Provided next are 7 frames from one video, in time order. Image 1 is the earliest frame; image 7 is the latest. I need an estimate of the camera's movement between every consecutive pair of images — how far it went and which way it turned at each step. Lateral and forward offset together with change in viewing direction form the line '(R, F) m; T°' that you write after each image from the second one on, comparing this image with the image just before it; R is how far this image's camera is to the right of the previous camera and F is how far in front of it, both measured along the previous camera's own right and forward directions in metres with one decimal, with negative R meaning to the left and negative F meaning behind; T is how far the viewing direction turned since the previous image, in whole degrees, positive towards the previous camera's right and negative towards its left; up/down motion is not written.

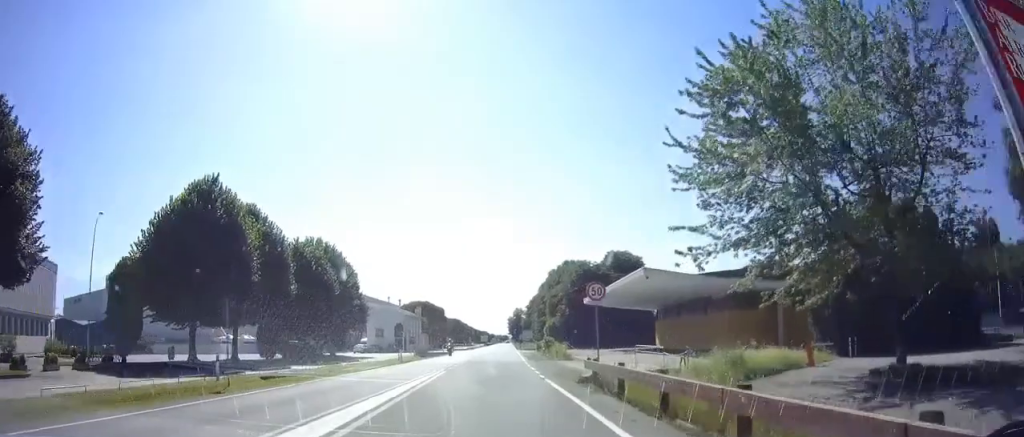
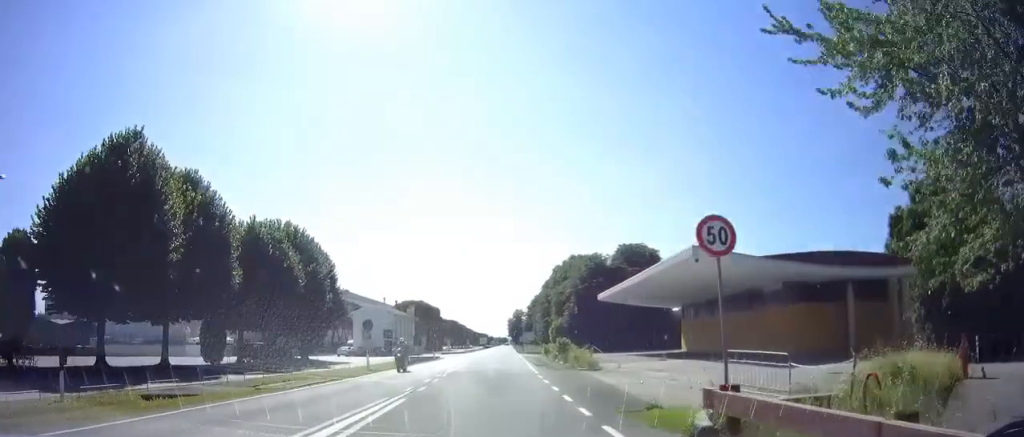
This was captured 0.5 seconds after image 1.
(+0.2, +8.8) m; 0°
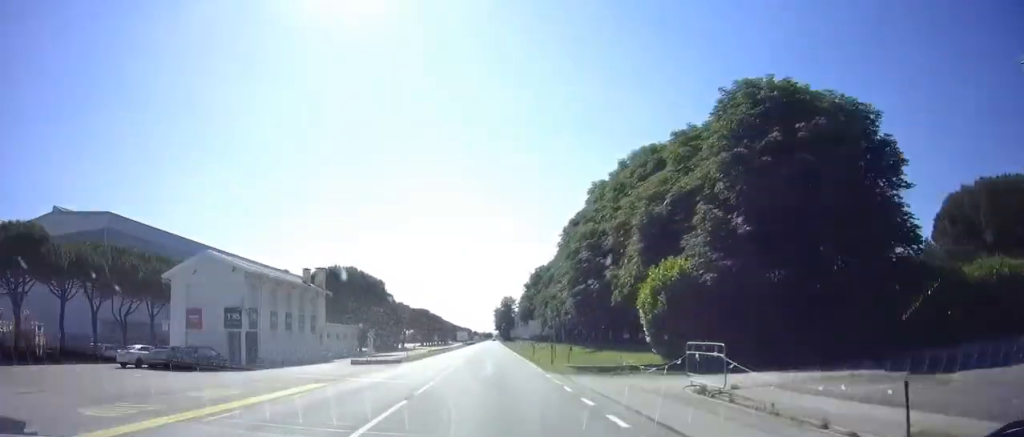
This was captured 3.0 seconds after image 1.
(+0.2, +48.0) m; +1°
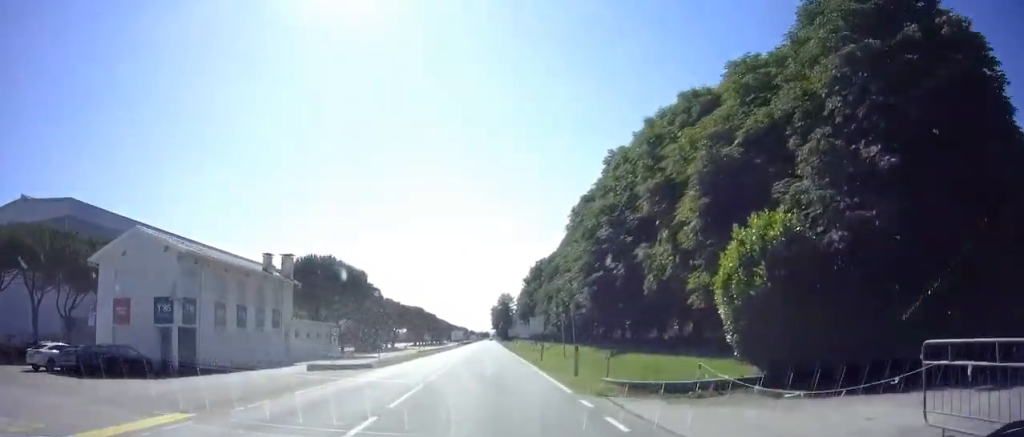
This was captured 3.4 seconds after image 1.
(0.0, +8.2) m; 0°
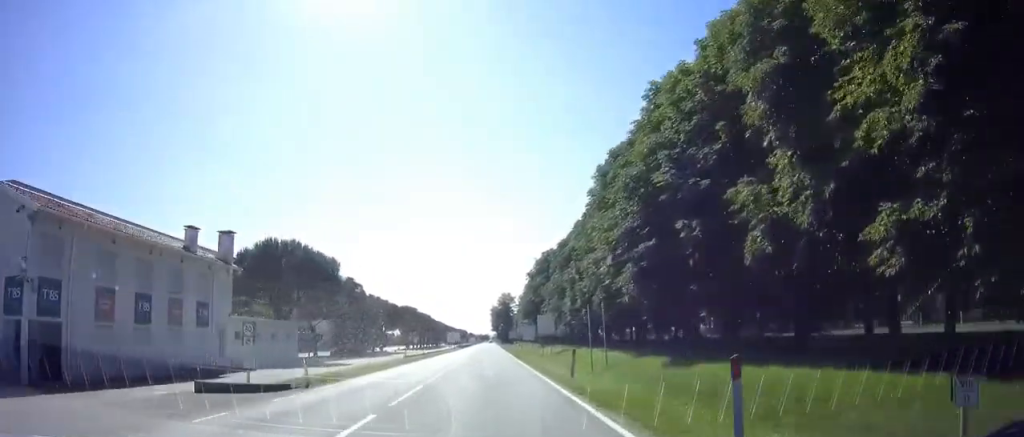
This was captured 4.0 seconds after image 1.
(0.0, +11.4) m; 0°
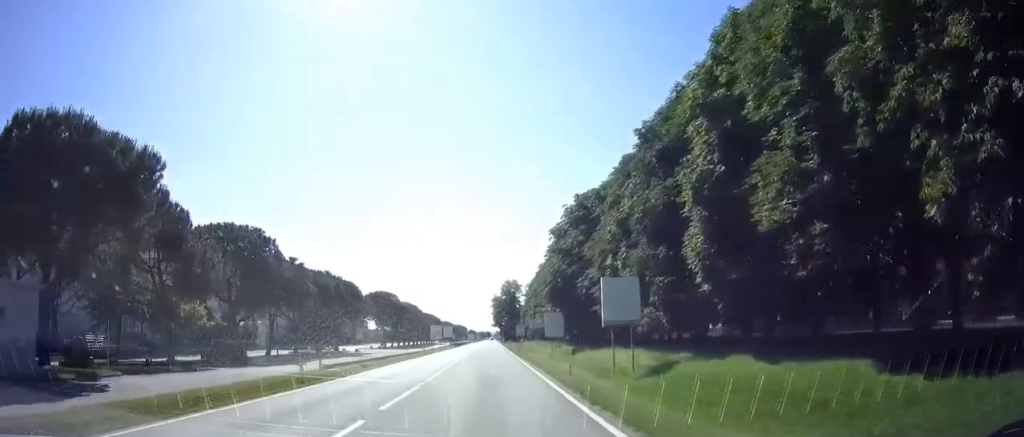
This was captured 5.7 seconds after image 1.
(-0.5, +30.9) m; -1°
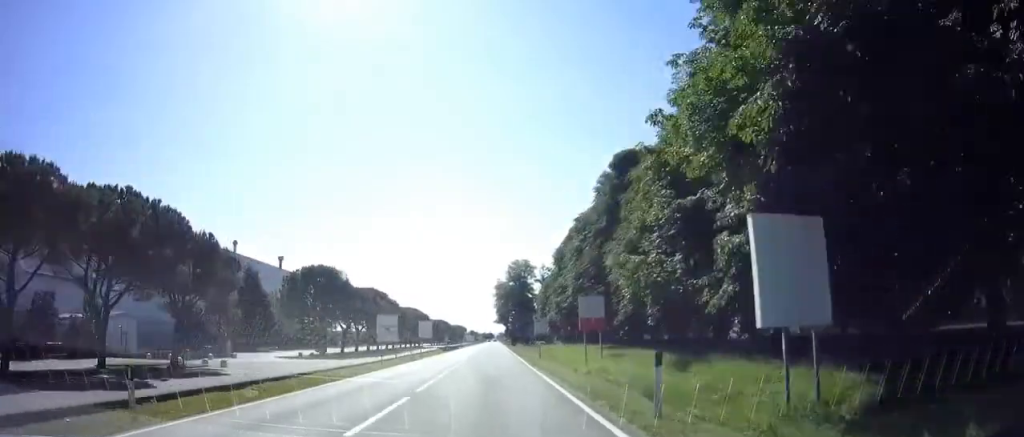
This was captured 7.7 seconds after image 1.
(+1.0, +37.8) m; -5°
